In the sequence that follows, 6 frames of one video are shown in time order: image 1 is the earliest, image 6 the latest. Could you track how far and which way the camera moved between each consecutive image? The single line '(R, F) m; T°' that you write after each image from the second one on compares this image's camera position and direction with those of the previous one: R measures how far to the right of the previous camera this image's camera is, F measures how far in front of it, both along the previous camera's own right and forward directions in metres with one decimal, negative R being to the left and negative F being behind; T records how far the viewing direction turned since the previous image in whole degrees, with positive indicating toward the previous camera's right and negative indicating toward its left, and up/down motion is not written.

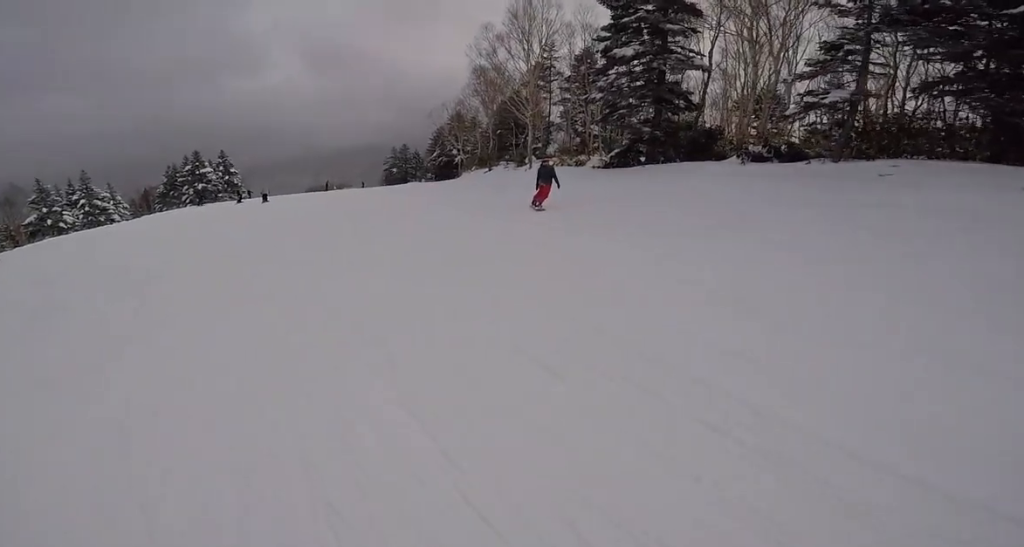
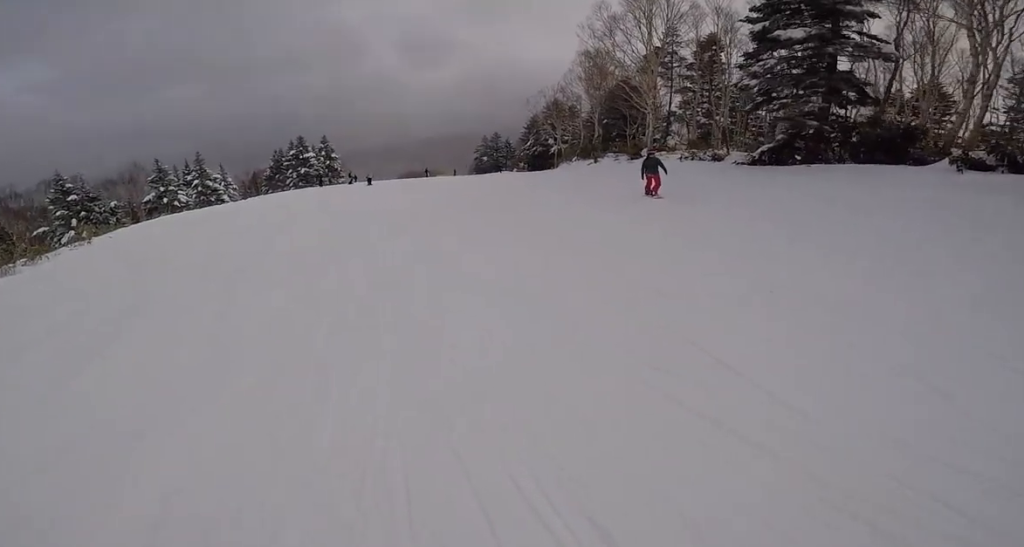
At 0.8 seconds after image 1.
(0.0, +2.0) m; -2°
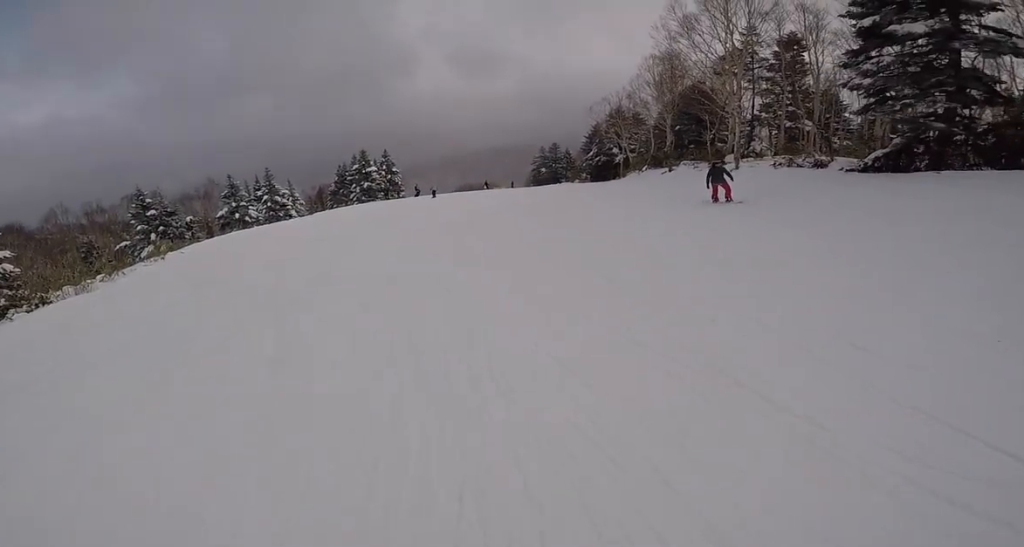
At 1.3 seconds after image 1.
(0.0, +1.3) m; -1°
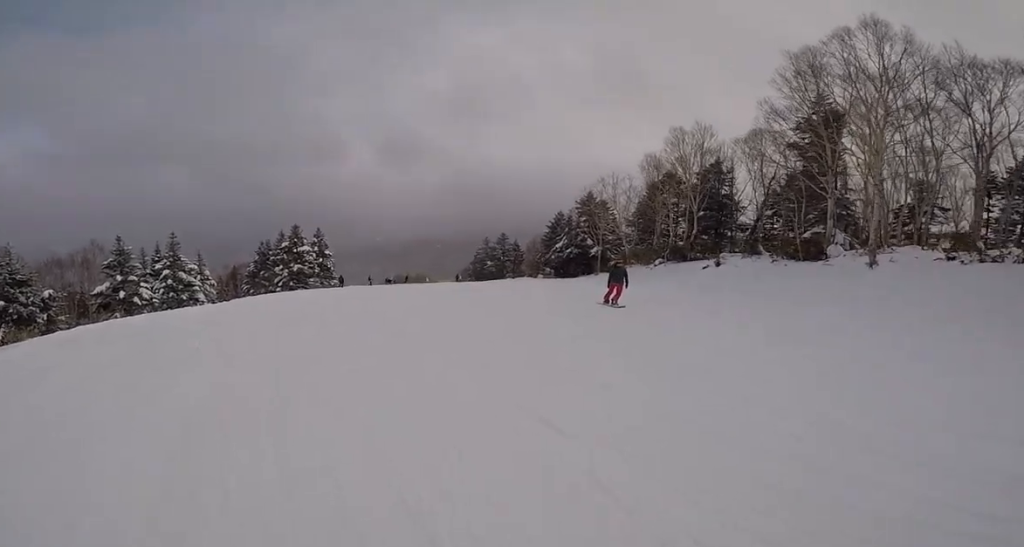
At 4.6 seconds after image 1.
(+1.2, +11.0) m; +16°
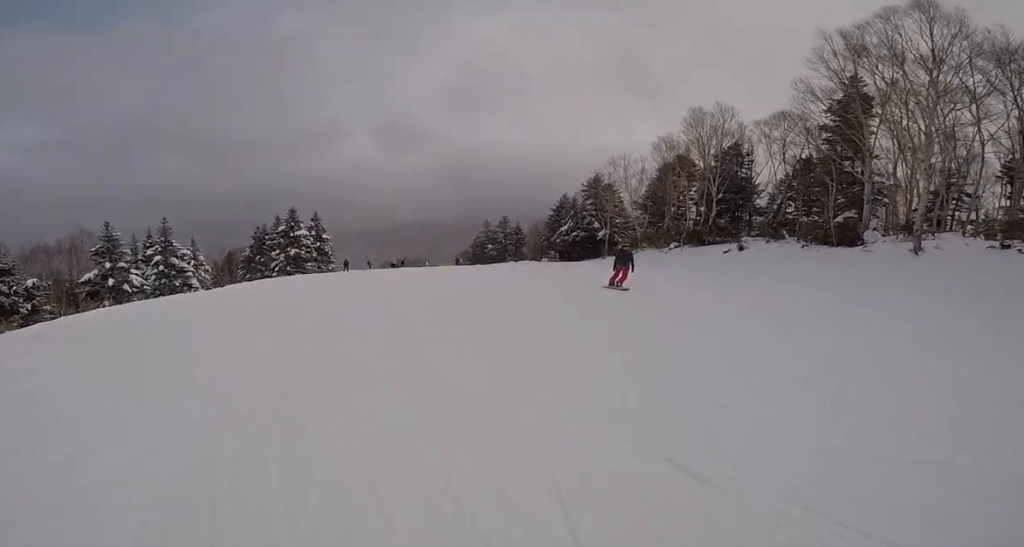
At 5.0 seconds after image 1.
(0.0, +1.6) m; +2°
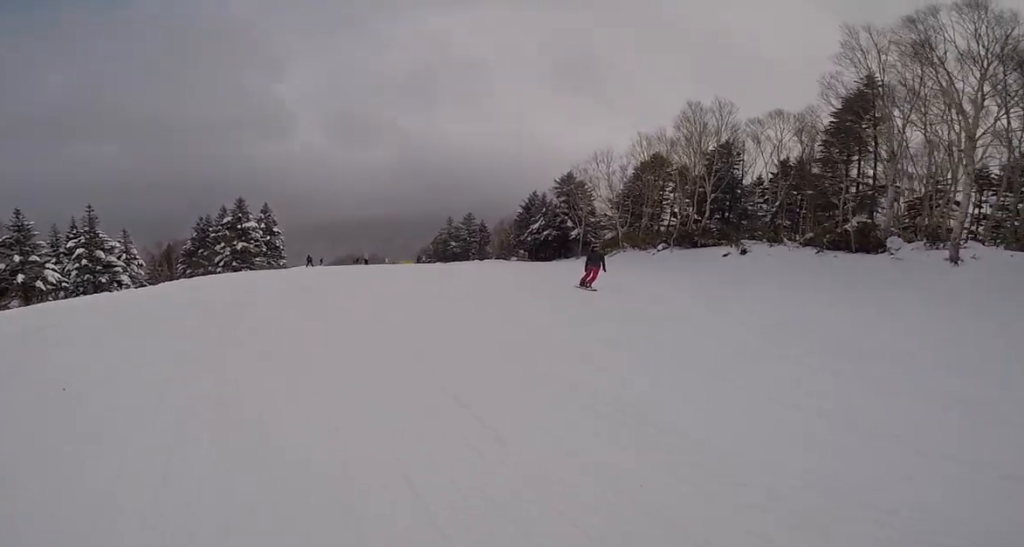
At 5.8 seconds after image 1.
(+0.1, +3.4) m; +3°
